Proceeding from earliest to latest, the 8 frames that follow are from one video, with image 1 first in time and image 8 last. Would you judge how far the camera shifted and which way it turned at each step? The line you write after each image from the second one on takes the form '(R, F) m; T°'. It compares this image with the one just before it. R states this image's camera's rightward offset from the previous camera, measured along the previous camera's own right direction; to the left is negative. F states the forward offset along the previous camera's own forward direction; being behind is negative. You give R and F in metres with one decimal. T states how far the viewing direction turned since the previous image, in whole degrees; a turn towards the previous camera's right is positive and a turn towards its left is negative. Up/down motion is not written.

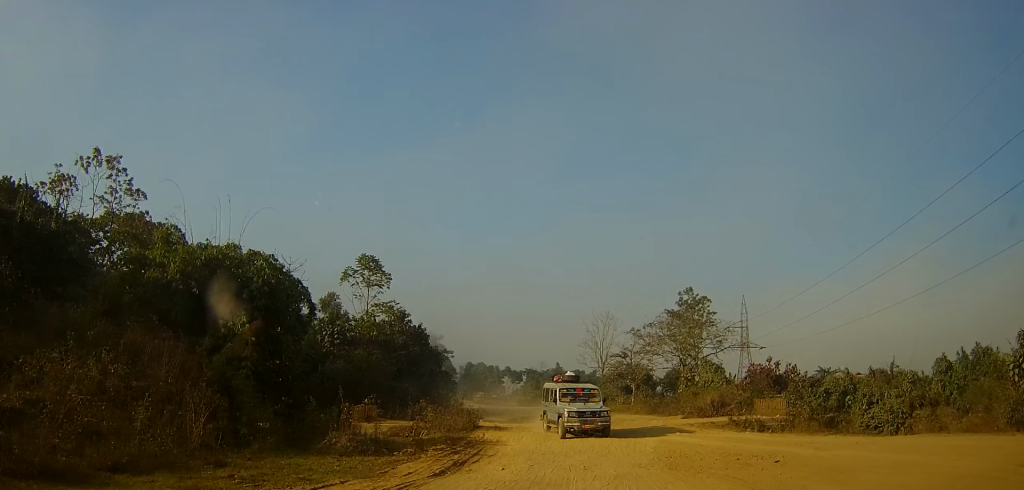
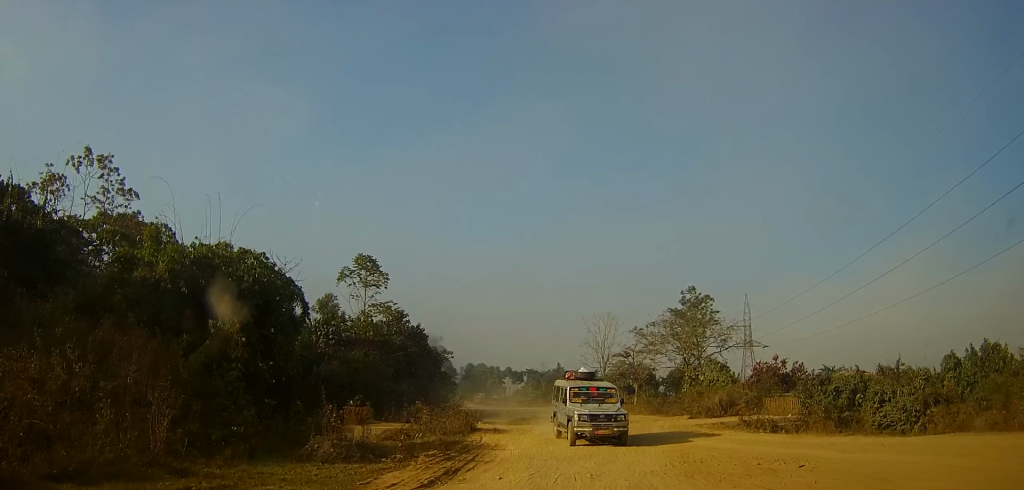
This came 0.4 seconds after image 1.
(0.0, +1.8) m; 0°
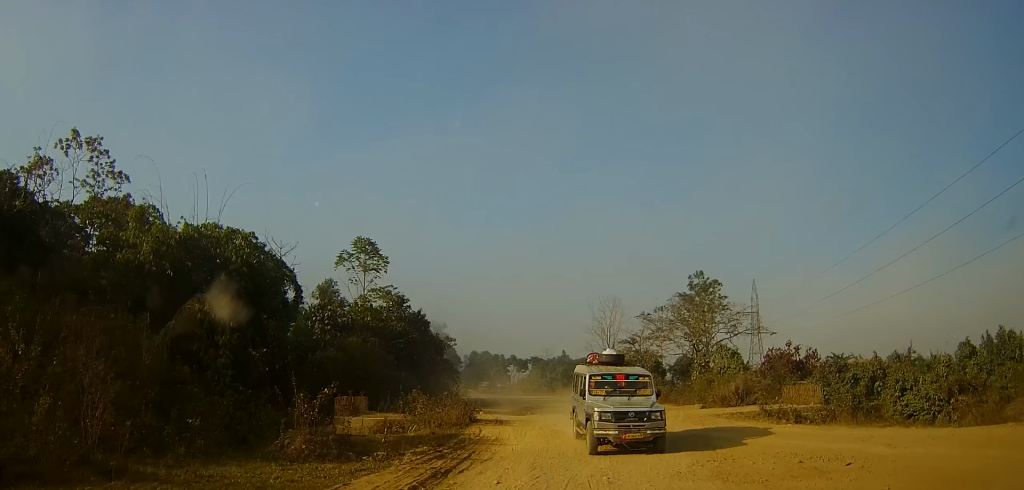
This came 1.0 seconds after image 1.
(0.0, +2.5) m; 0°
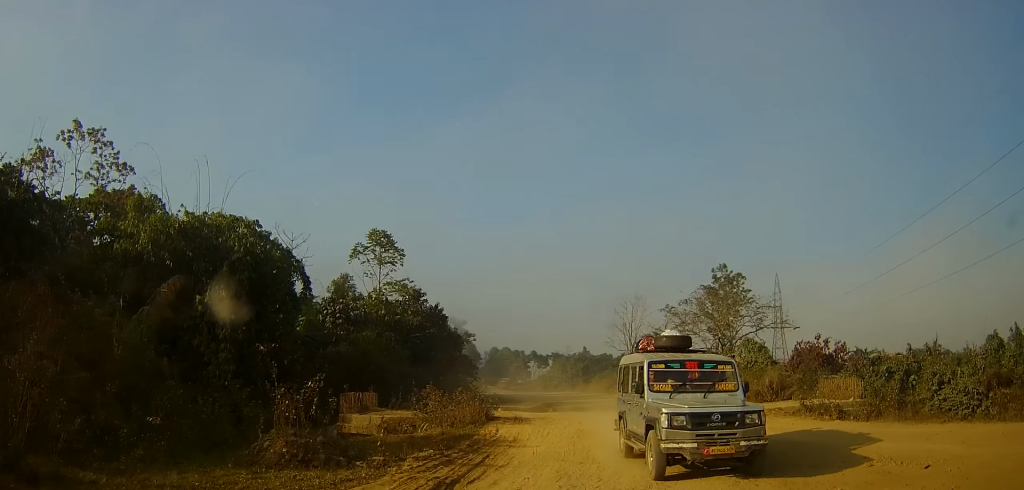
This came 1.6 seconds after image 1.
(0.0, +2.4) m; 0°
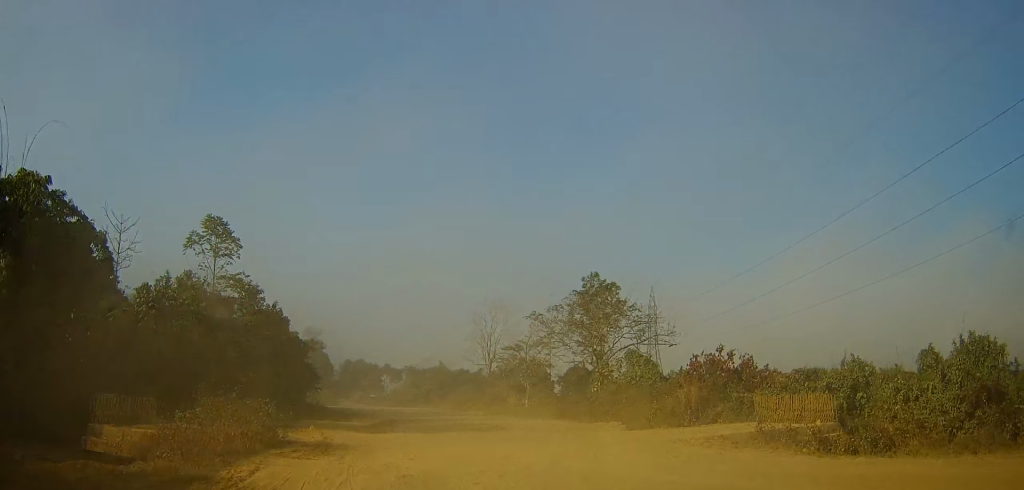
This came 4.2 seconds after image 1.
(+0.6, +9.3) m; +10°
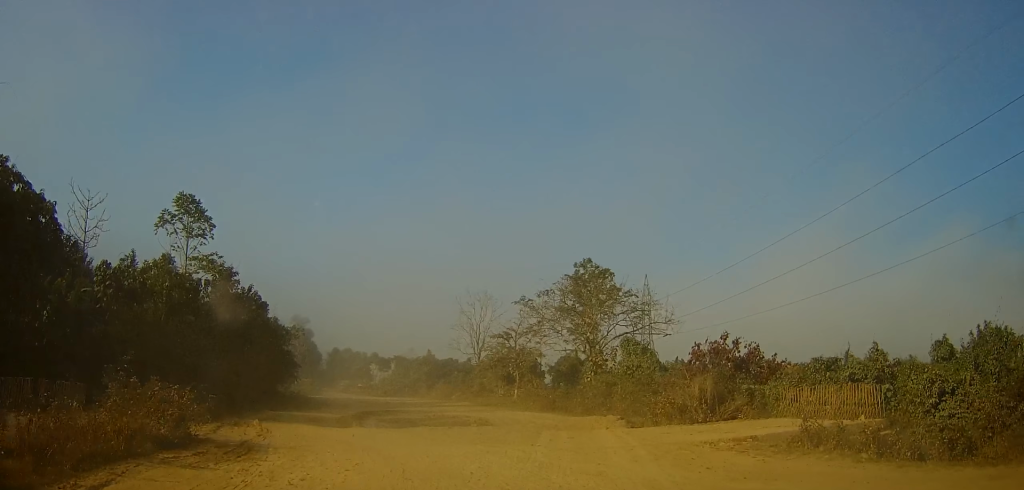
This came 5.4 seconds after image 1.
(0.0, +3.9) m; -2°
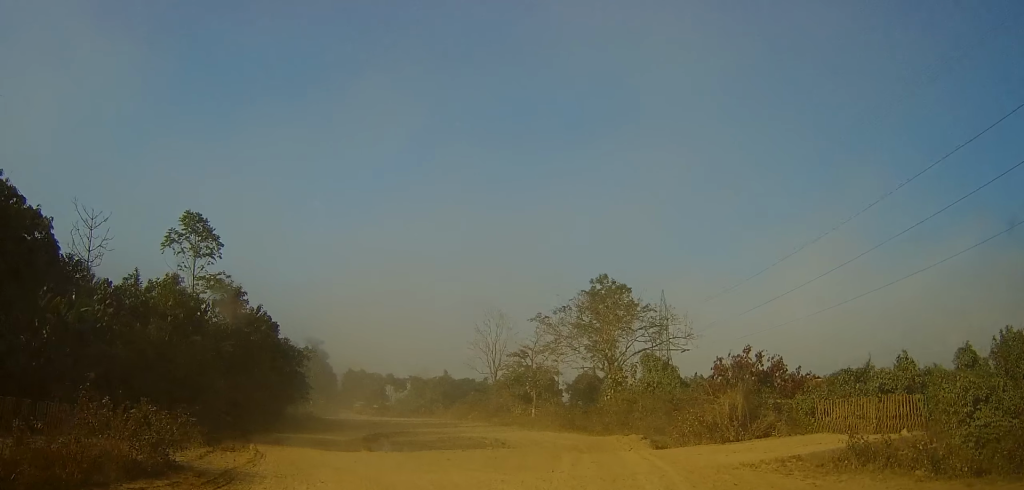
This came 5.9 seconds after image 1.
(0.0, +1.4) m; -1°
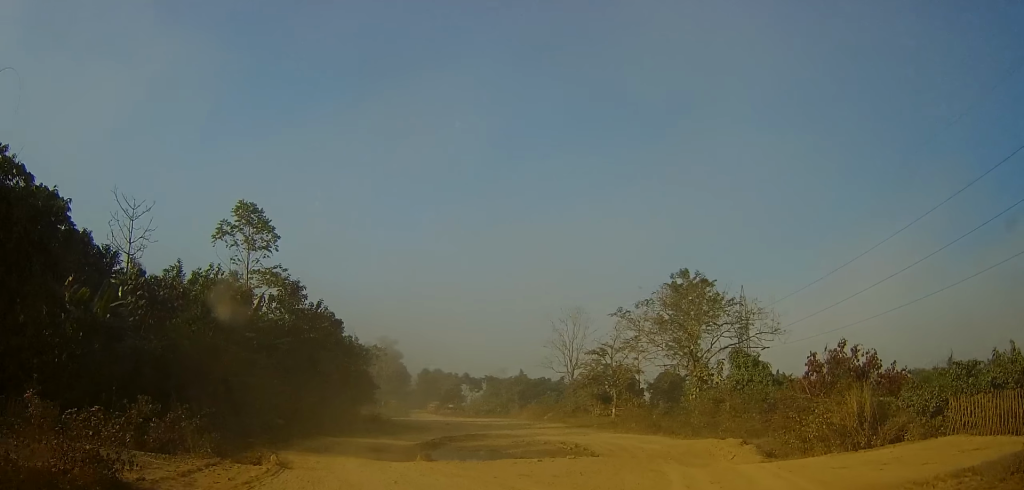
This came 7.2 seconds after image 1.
(-0.1, +3.7) m; -6°
